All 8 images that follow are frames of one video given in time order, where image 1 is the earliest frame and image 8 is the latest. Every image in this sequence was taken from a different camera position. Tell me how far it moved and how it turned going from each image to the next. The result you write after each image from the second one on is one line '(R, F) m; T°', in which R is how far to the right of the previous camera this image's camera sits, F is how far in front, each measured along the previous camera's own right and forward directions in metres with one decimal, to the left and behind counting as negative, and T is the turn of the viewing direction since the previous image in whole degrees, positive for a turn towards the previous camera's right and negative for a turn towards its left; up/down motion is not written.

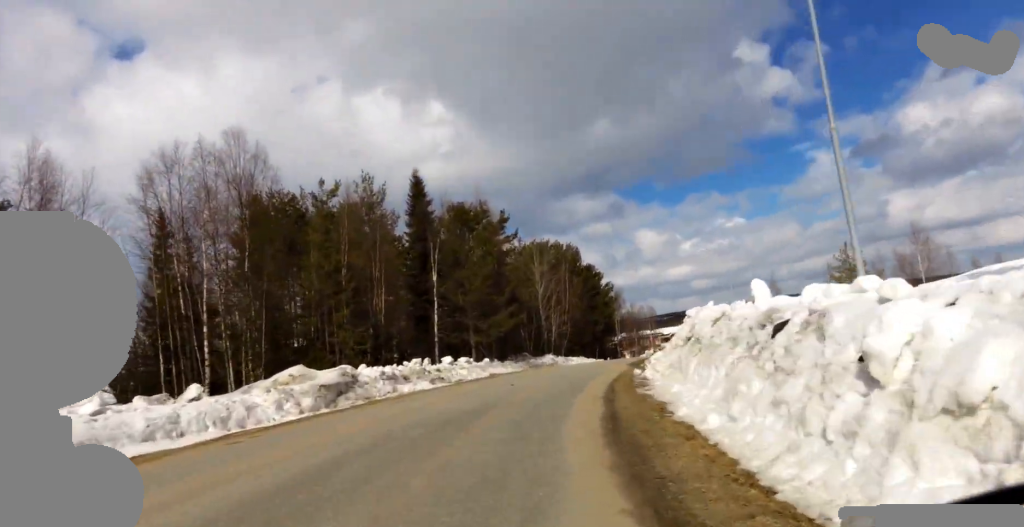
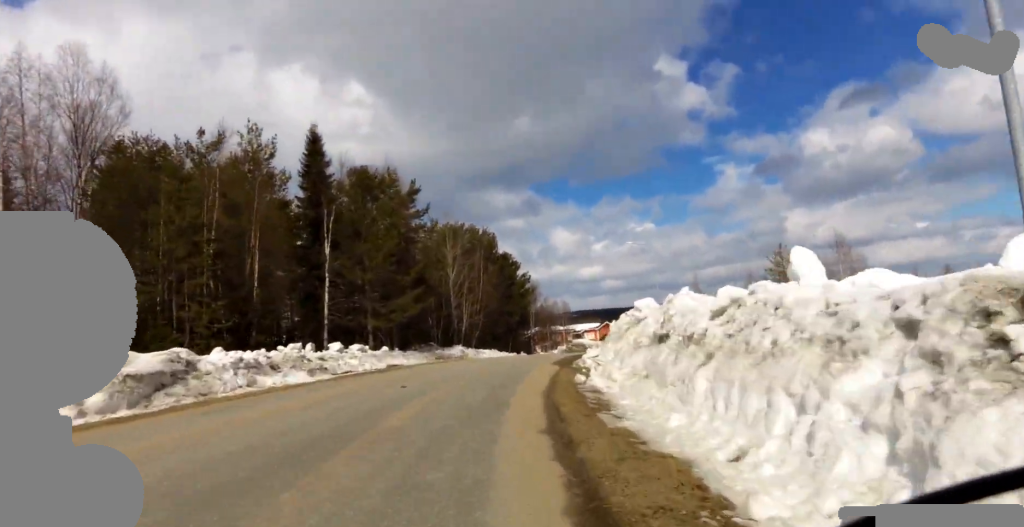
(+0.4, +4.8) m; +6°
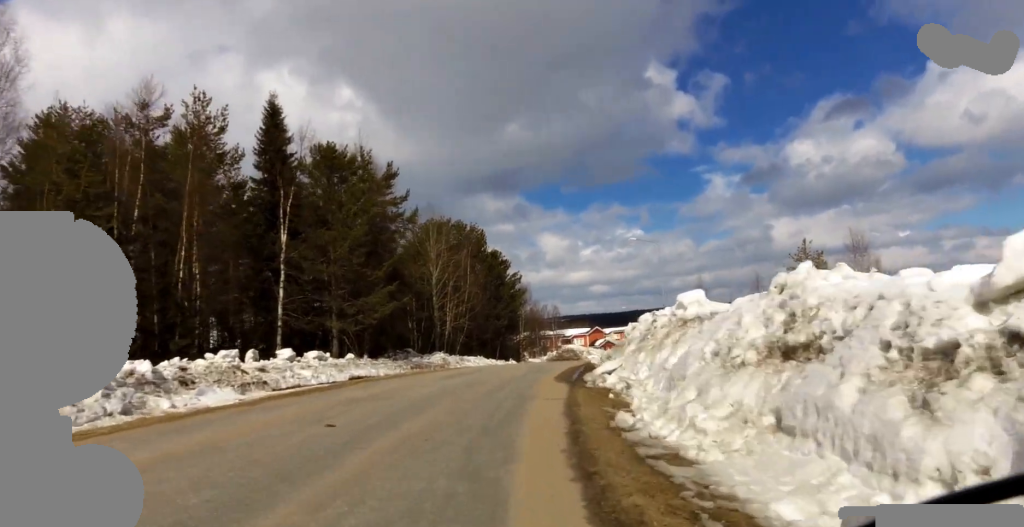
(+0.1, +4.5) m; +1°
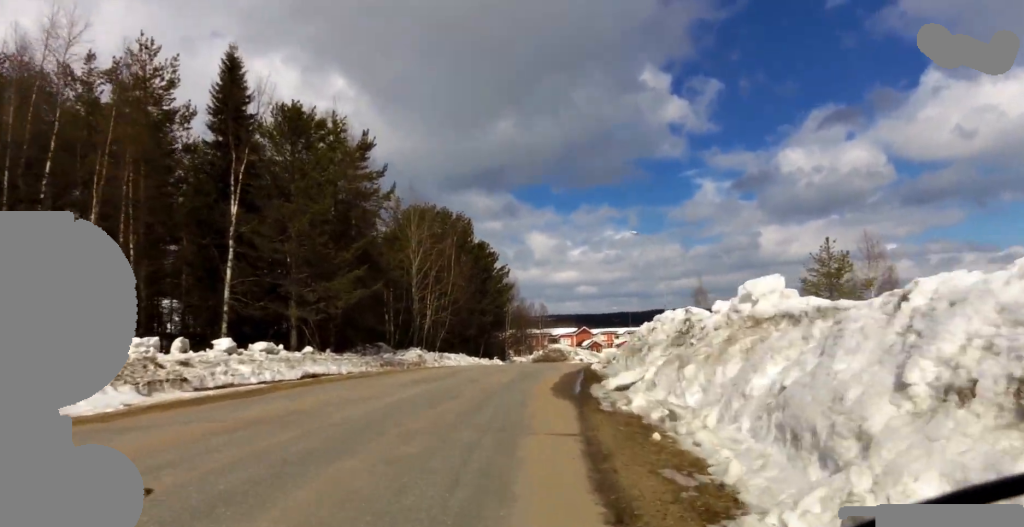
(0.0, +3.8) m; +2°
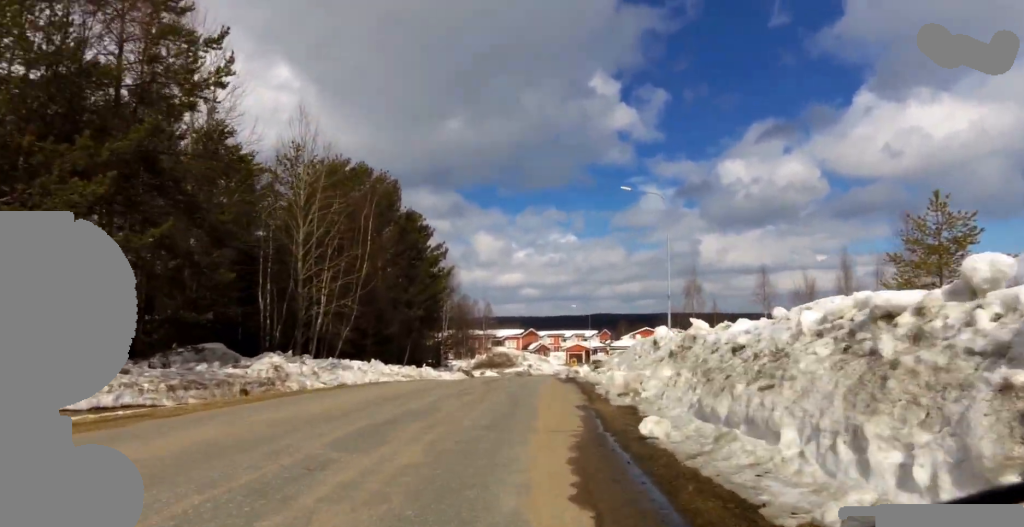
(+1.0, +12.5) m; +5°
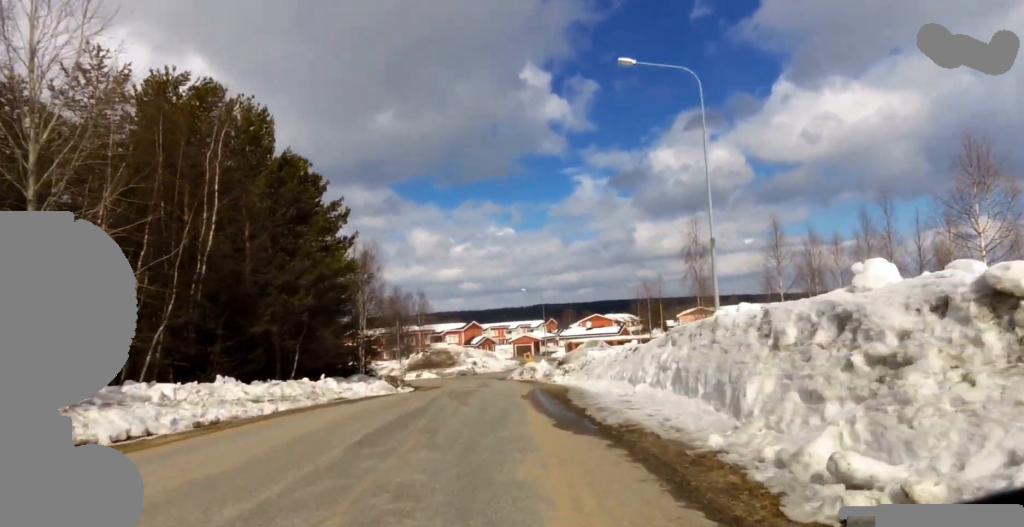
(-0.1, +12.3) m; +2°
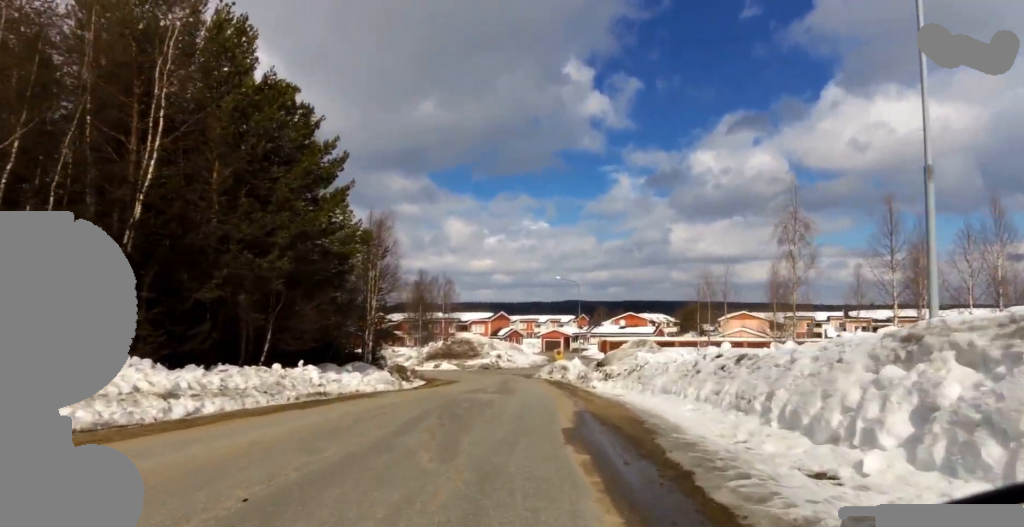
(+0.2, +6.7) m; -2°
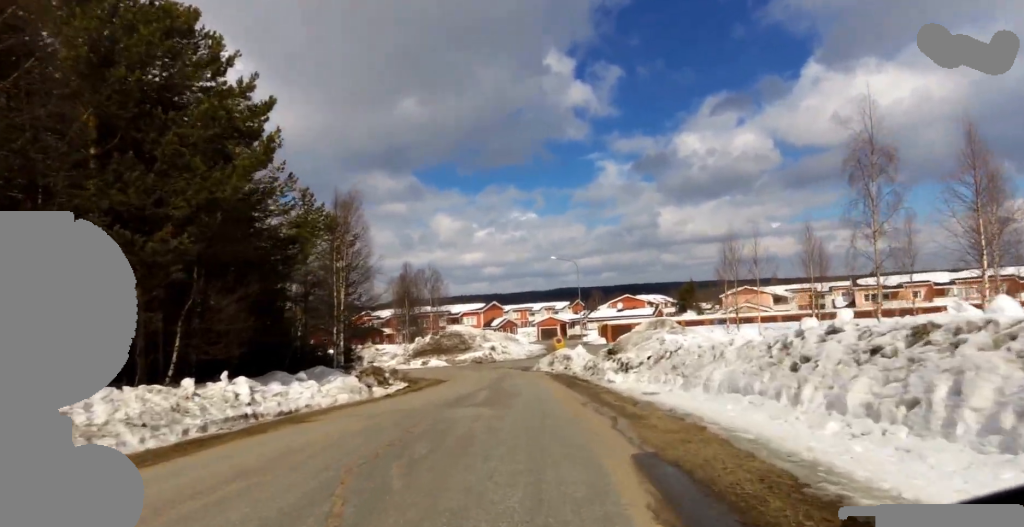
(-0.1, +5.5) m; -4°
